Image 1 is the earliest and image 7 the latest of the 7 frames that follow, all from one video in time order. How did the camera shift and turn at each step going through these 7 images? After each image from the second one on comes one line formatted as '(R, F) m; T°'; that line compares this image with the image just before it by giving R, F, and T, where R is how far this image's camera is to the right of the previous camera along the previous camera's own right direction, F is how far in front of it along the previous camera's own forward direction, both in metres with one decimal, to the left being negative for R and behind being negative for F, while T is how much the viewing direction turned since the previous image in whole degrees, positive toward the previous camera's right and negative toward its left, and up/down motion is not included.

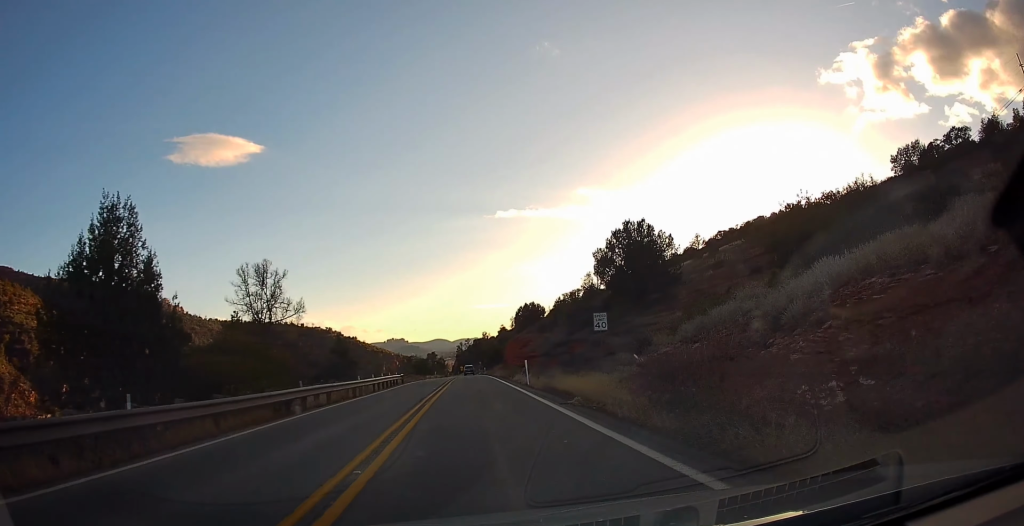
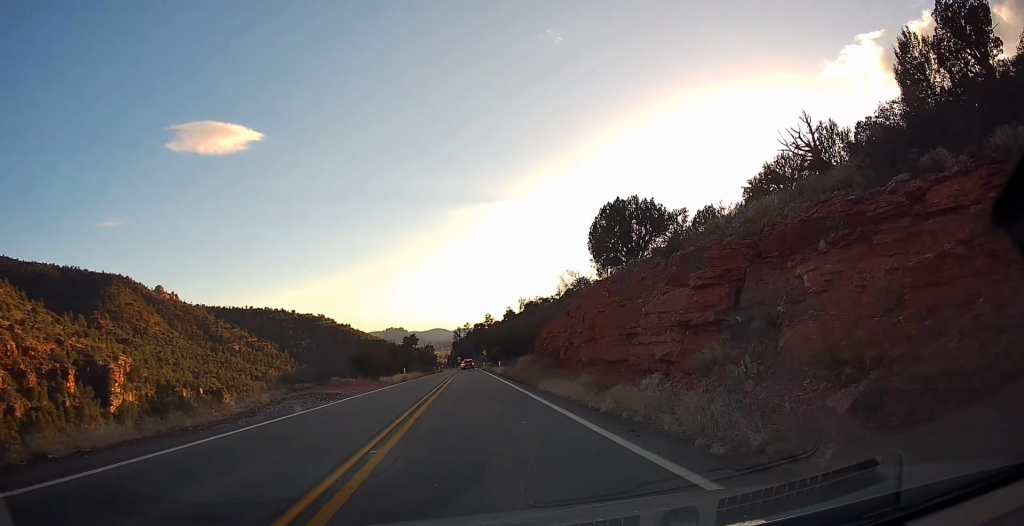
(0.0, +53.5) m; 0°
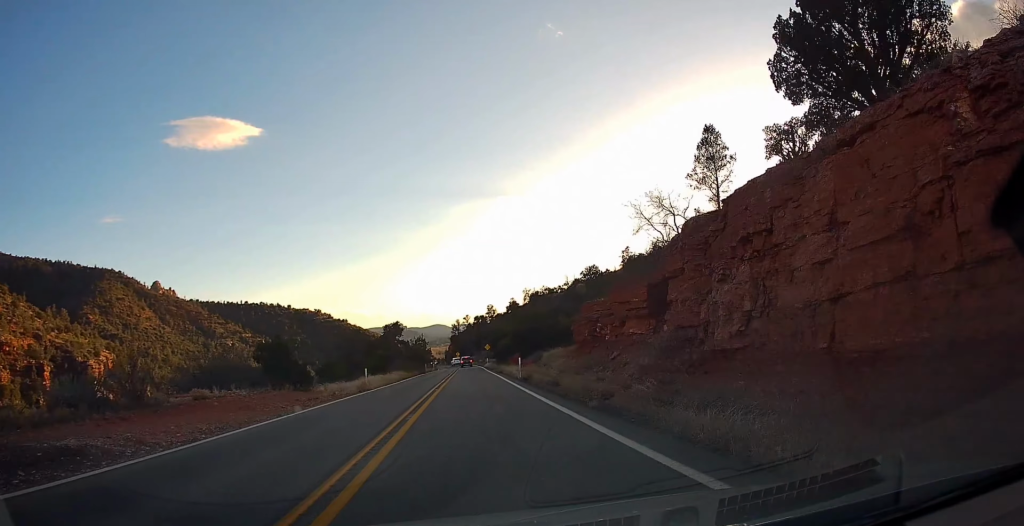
(+0.1, +22.0) m; +1°
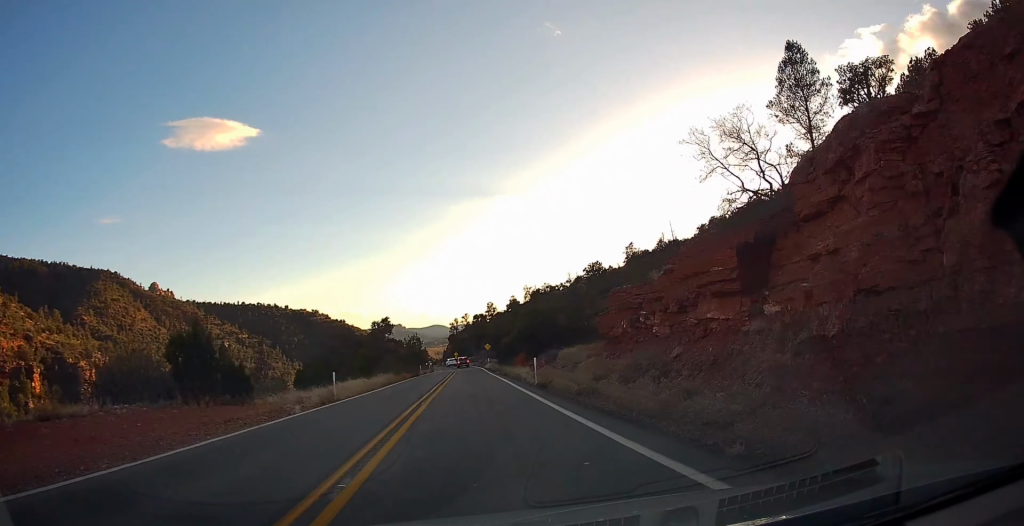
(+0.1, +8.0) m; 0°
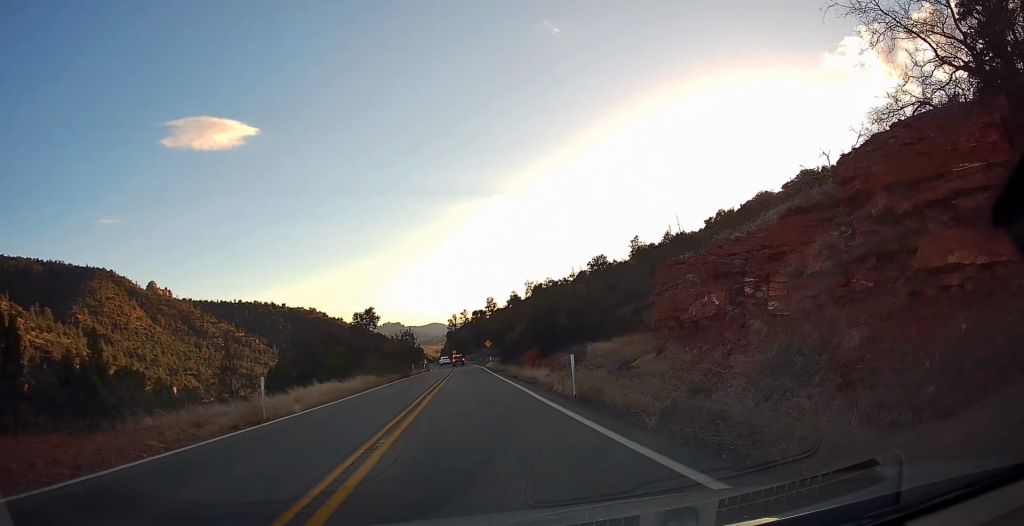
(+0.1, +9.2) m; 0°
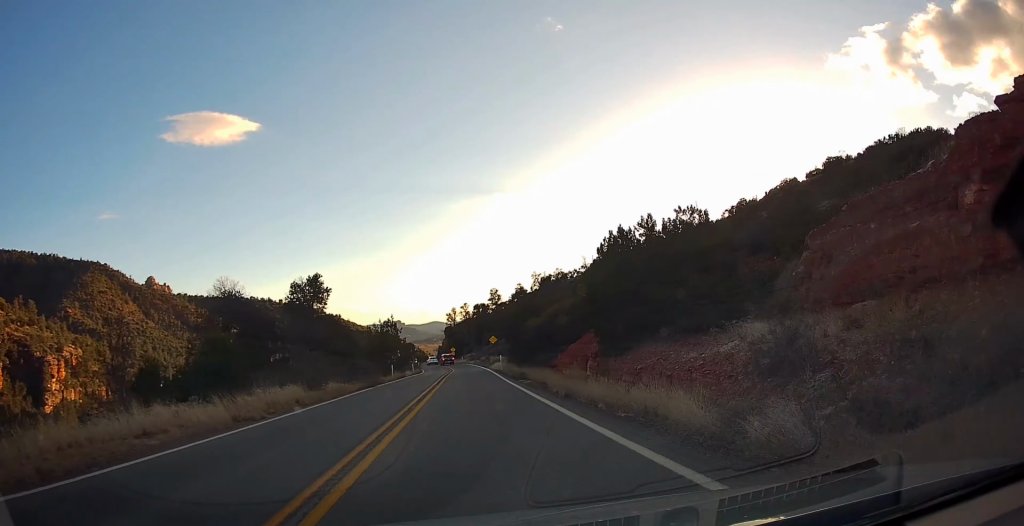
(-0.2, +18.2) m; -2°
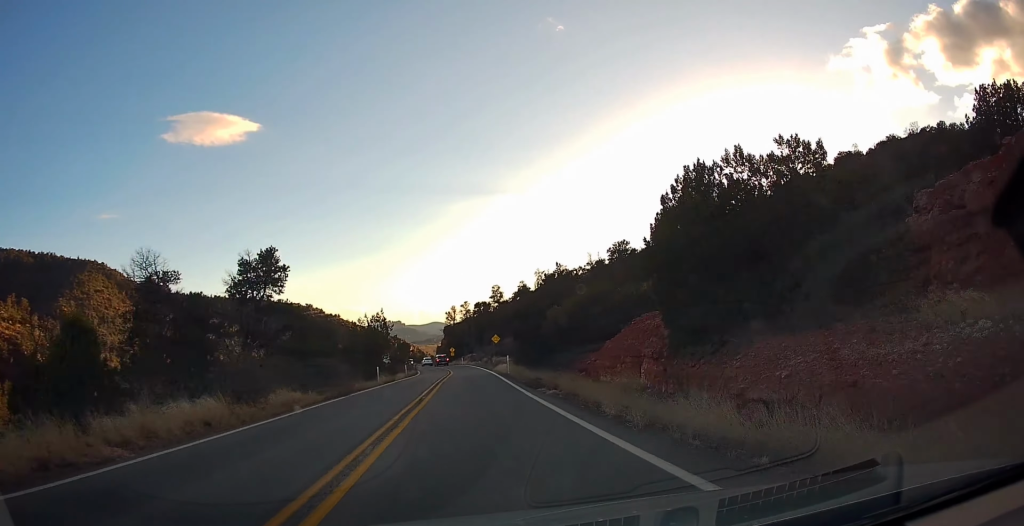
(-0.1, +7.3) m; 0°
